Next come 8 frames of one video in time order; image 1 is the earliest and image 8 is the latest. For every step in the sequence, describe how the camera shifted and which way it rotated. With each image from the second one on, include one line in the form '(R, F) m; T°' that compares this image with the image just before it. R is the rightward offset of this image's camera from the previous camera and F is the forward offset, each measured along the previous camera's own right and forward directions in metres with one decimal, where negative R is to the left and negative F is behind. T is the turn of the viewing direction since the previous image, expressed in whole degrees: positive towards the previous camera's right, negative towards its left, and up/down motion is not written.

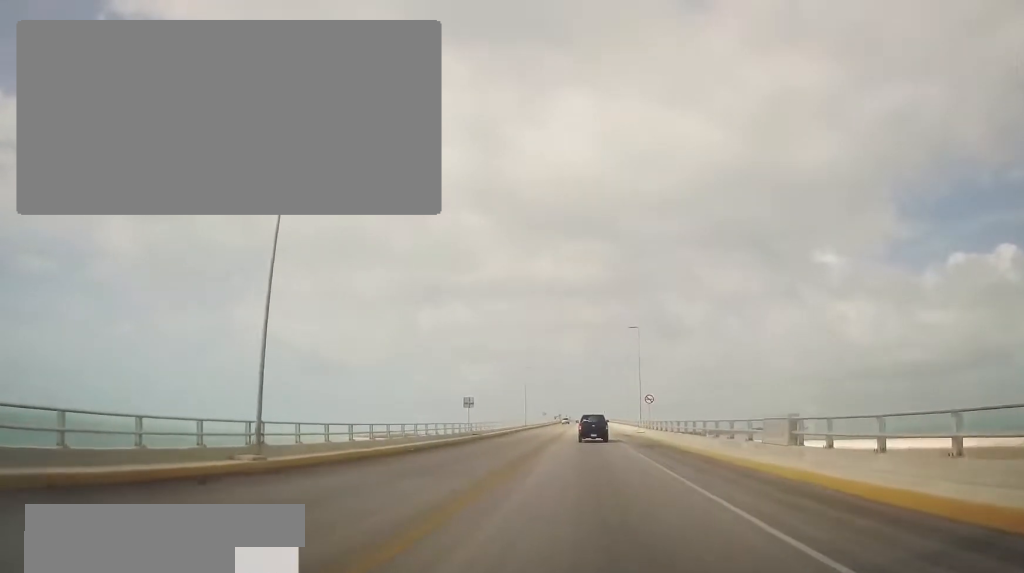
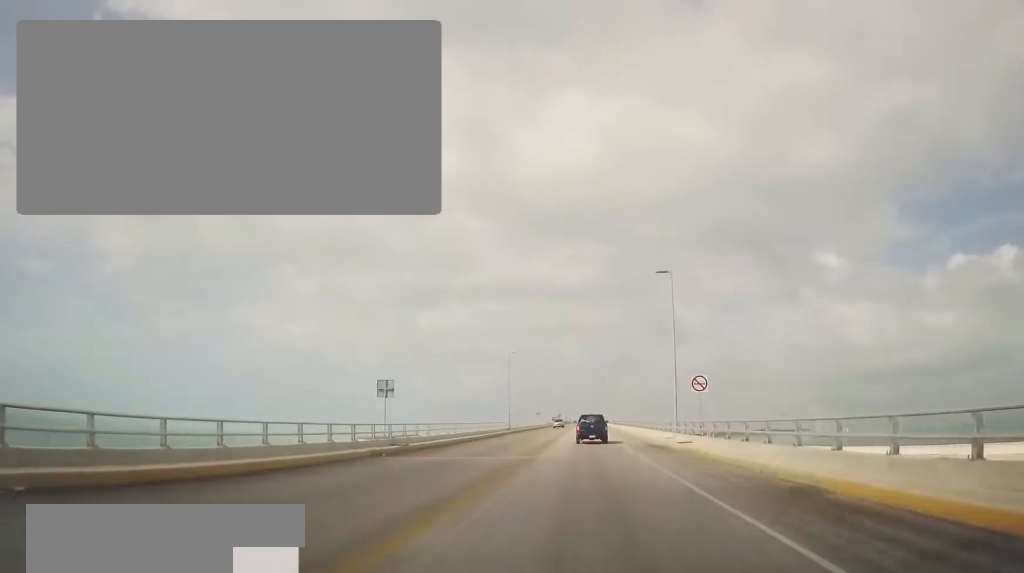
(0.0, +21.5) m; 0°
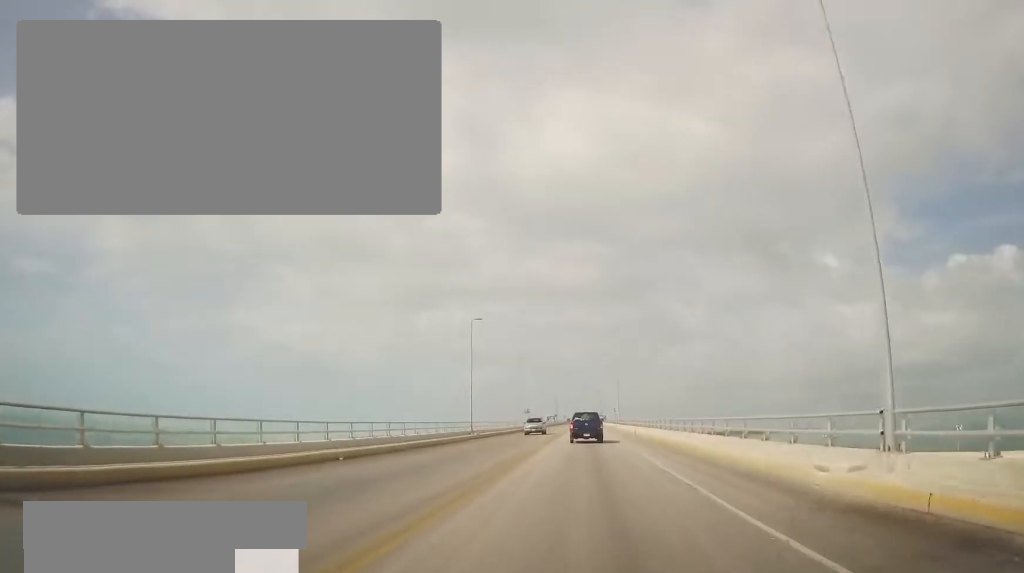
(0.0, +24.7) m; -1°
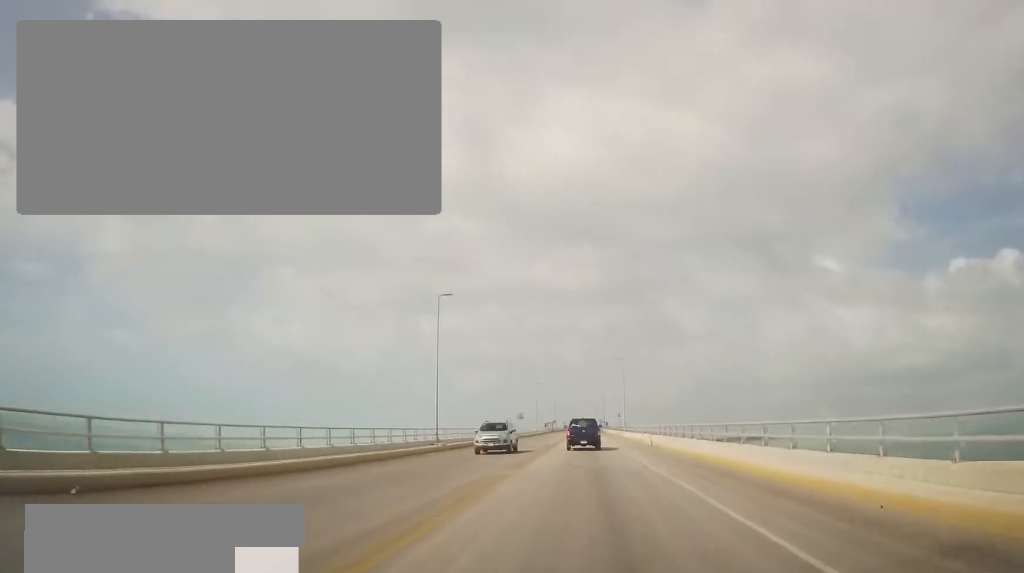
(0.0, +12.1) m; -1°
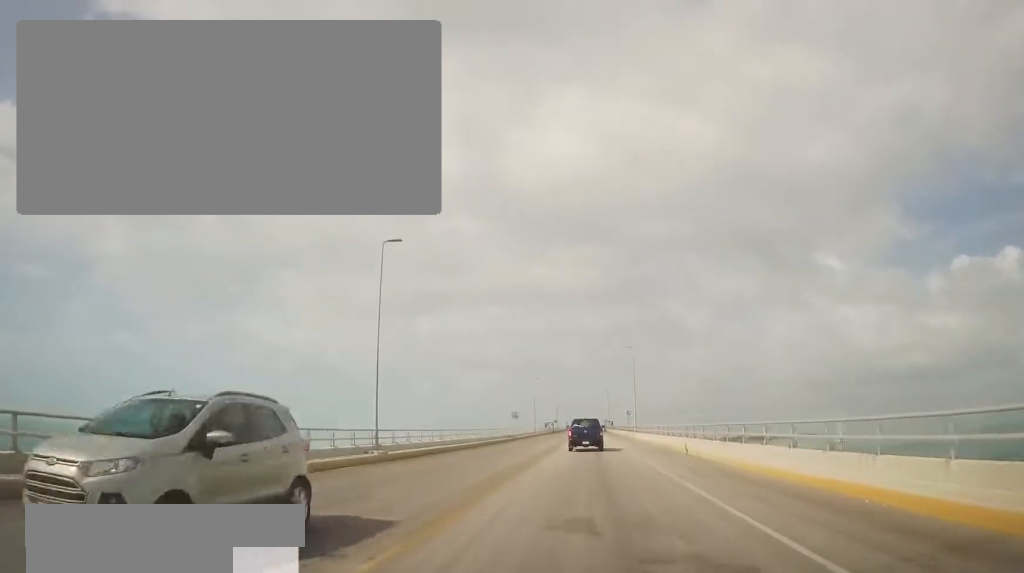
(-0.3, +12.0) m; 0°
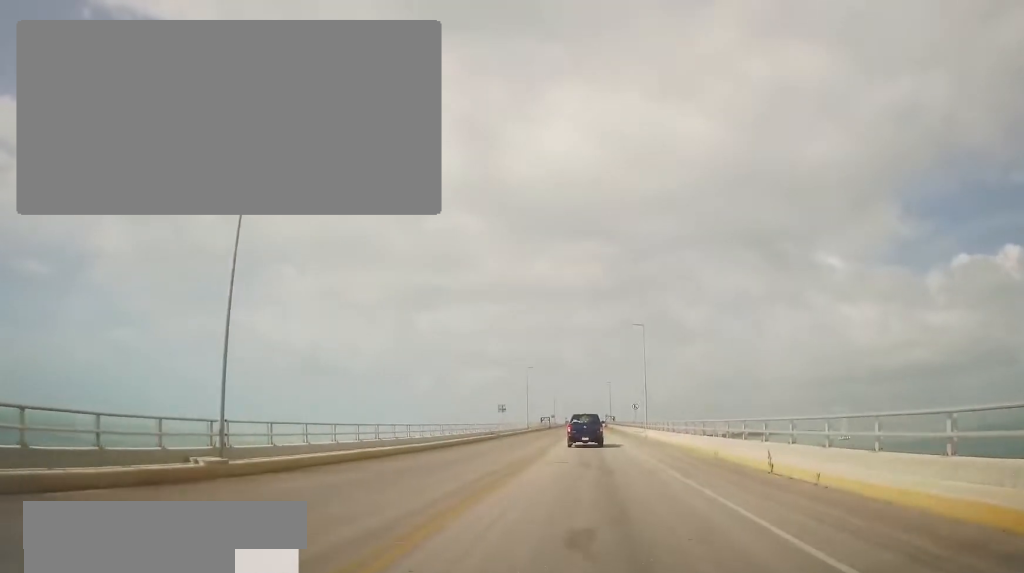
(+0.2, +12.0) m; 0°
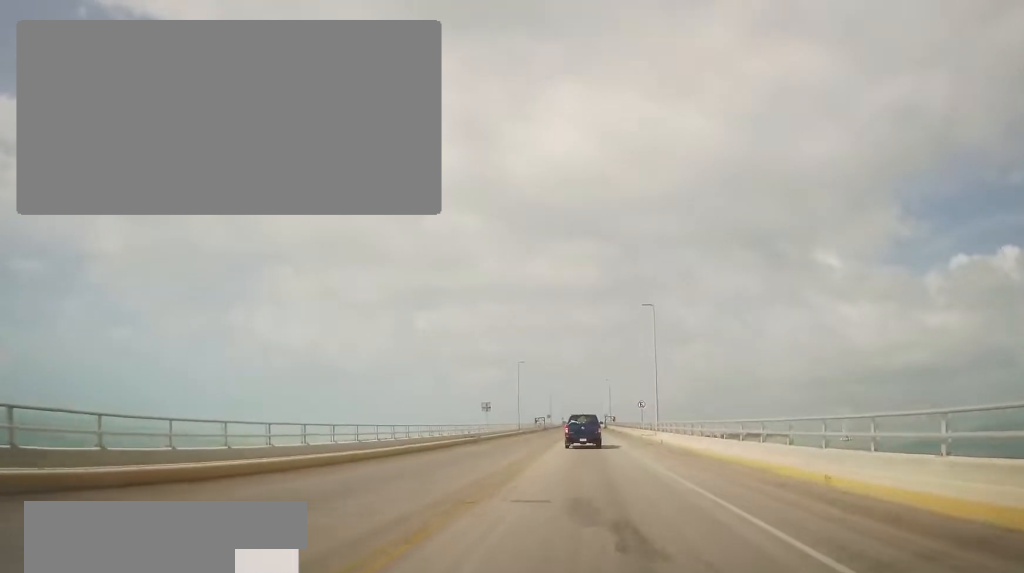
(+0.2, +9.6) m; 0°
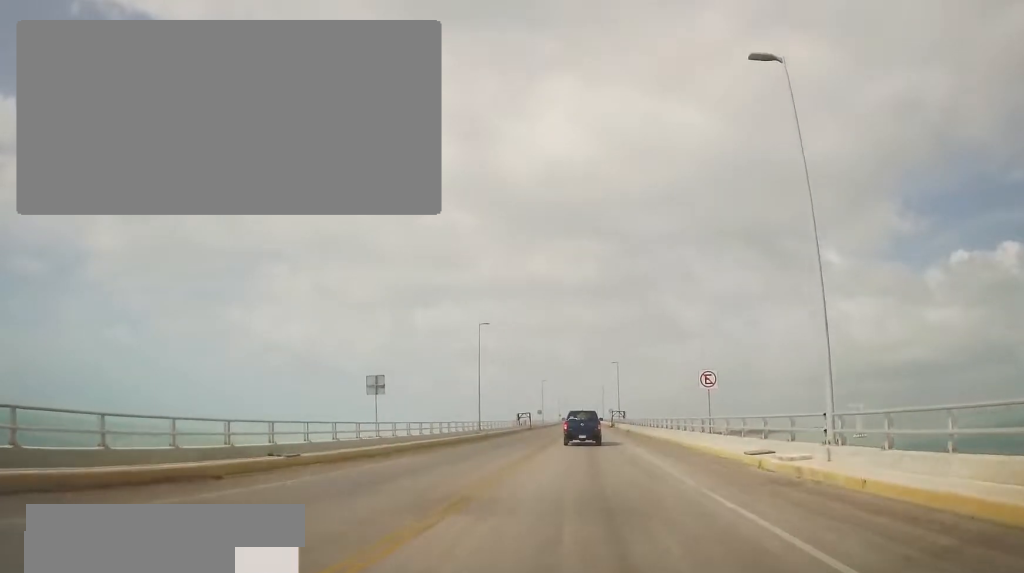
(-0.7, +31.5) m; -1°
